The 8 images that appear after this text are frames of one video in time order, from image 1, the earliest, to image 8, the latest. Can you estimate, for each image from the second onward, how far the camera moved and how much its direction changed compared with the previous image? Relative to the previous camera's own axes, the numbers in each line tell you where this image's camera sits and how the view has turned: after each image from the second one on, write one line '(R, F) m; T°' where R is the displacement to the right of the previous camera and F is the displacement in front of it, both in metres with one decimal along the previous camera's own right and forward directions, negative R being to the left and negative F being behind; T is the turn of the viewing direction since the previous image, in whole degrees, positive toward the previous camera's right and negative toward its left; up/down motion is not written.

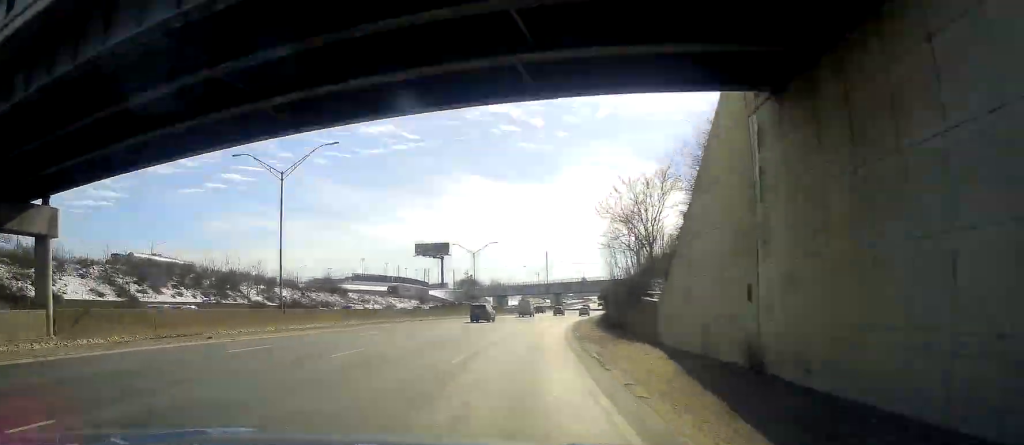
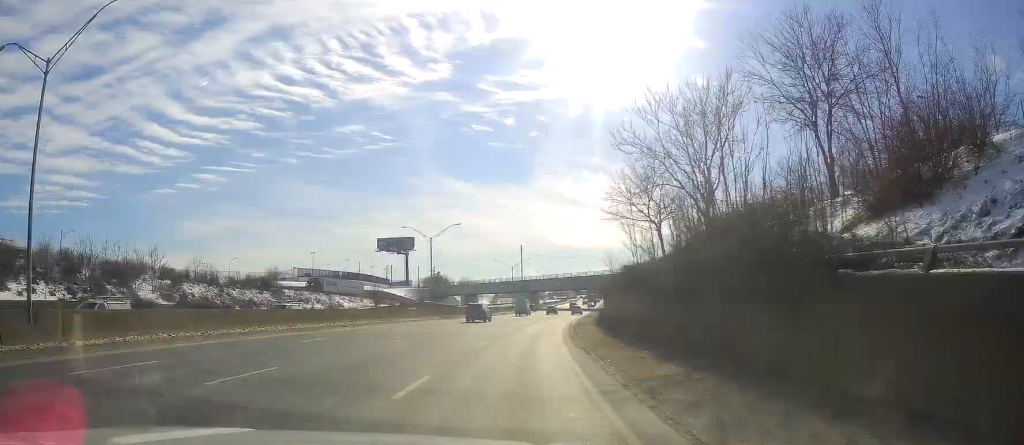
(+0.5, +23.7) m; +3°
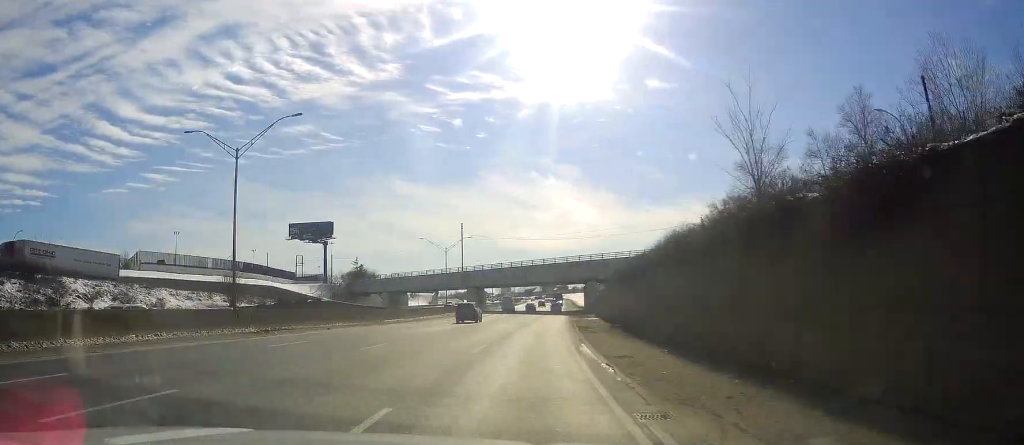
(+3.0, +50.1) m; +6°
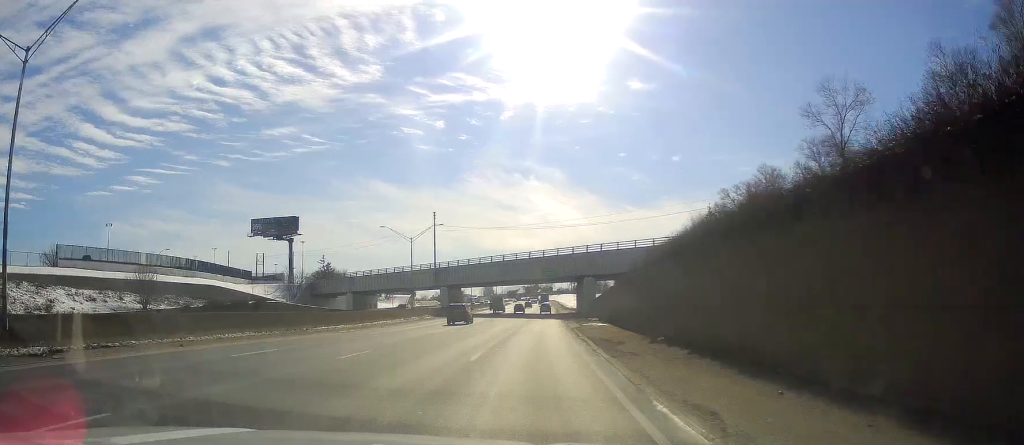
(+0.2, +18.1) m; +1°
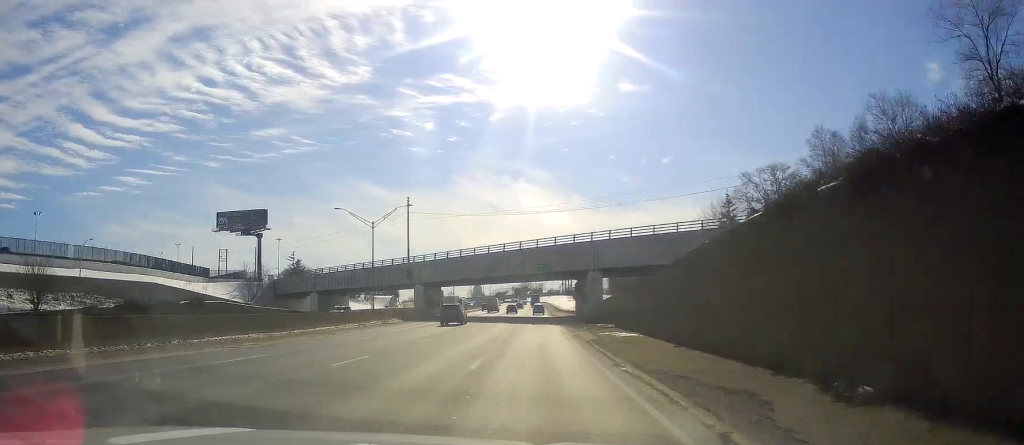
(-0.3, +17.0) m; +1°
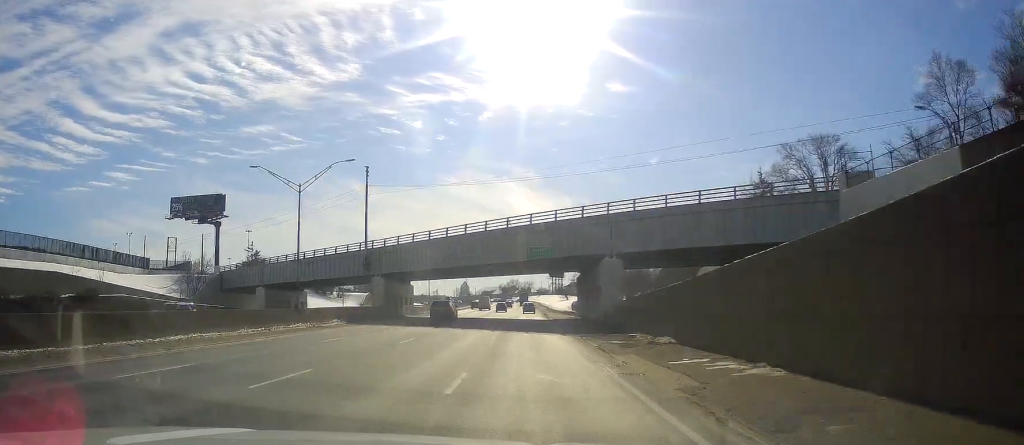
(+0.7, +20.1) m; +2°
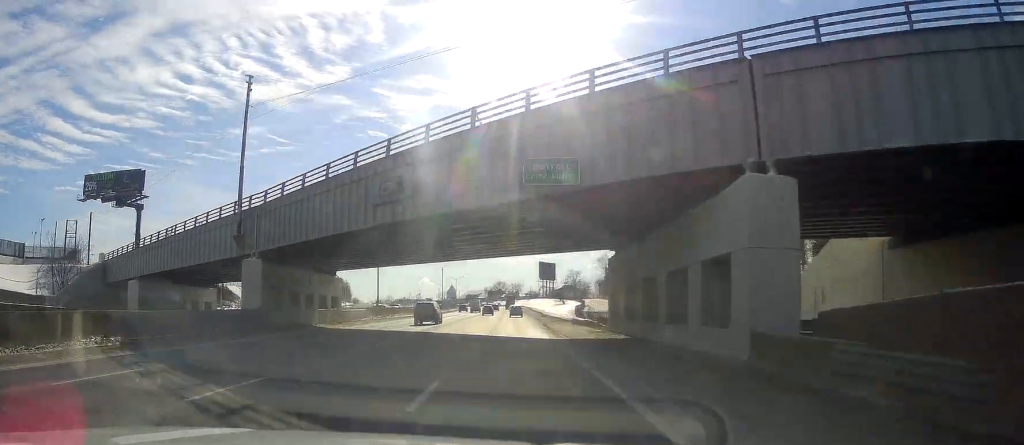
(+0.8, +32.8) m; +1°
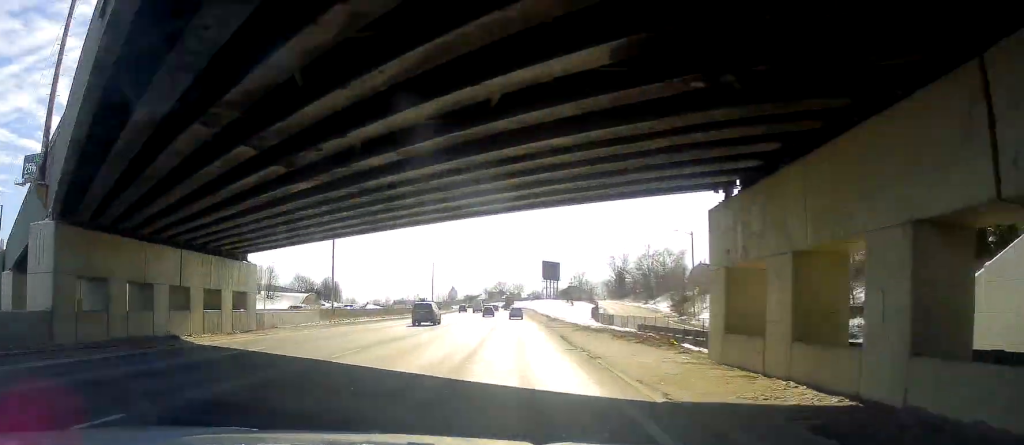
(+0.1, +20.9) m; 0°
